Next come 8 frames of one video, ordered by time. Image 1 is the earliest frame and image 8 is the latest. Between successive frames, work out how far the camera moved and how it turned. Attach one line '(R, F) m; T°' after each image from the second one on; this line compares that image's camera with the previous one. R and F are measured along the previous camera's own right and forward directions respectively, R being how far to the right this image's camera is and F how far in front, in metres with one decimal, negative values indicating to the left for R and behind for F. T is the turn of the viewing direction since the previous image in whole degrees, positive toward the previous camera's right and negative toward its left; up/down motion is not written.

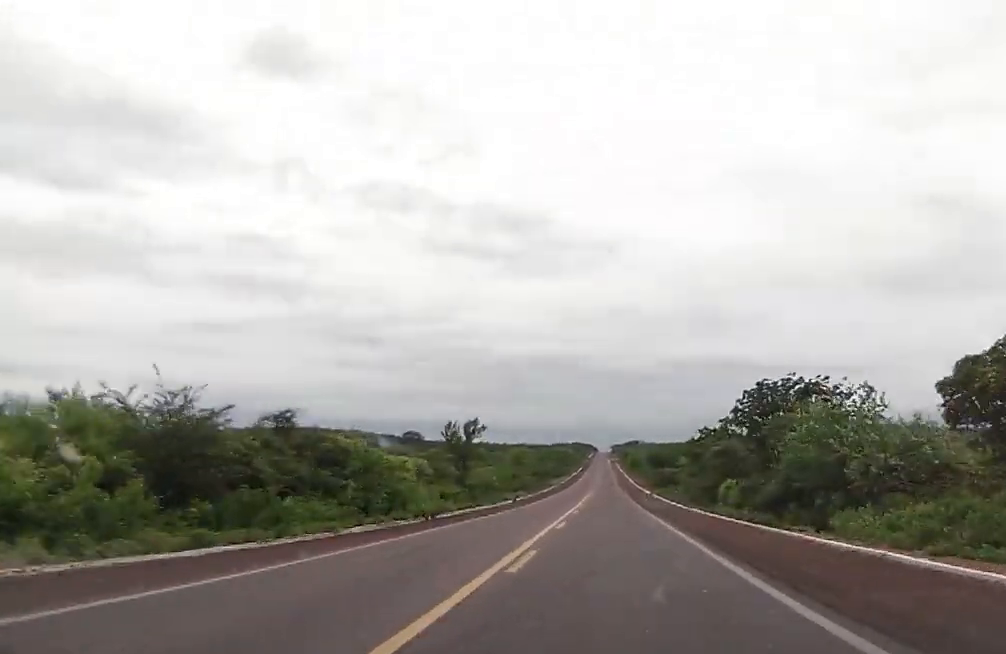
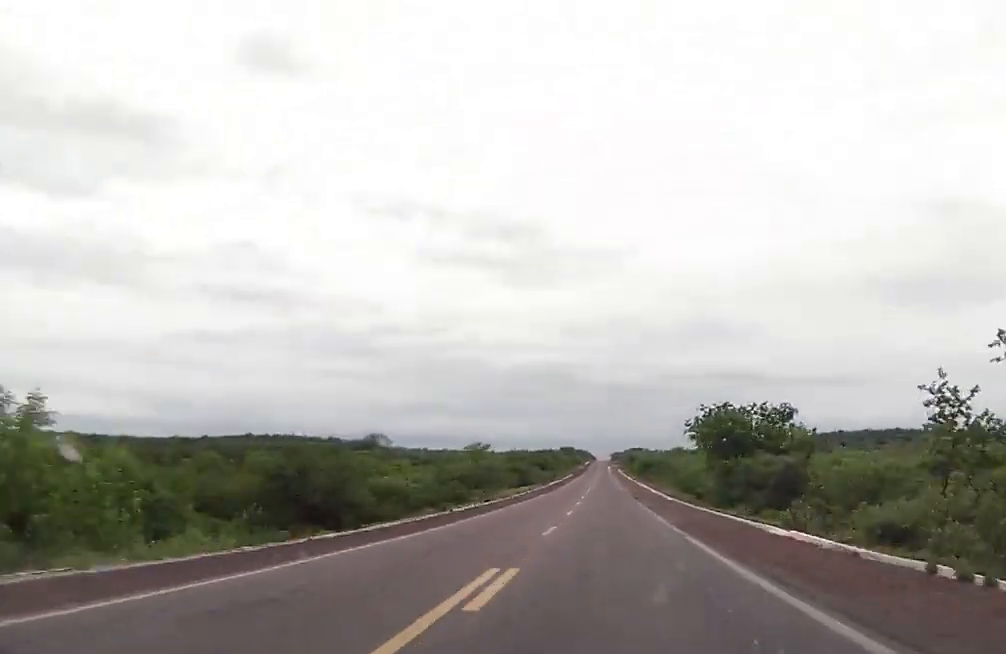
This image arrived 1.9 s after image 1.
(+0.7, +76.0) m; +1°
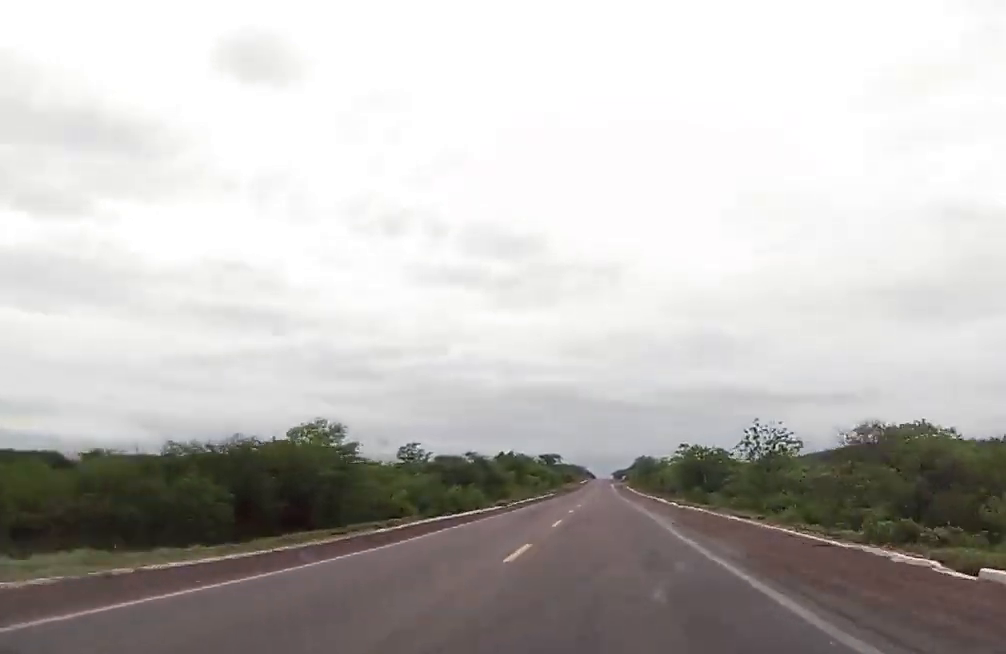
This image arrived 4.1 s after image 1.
(-0.4, +91.5) m; 0°
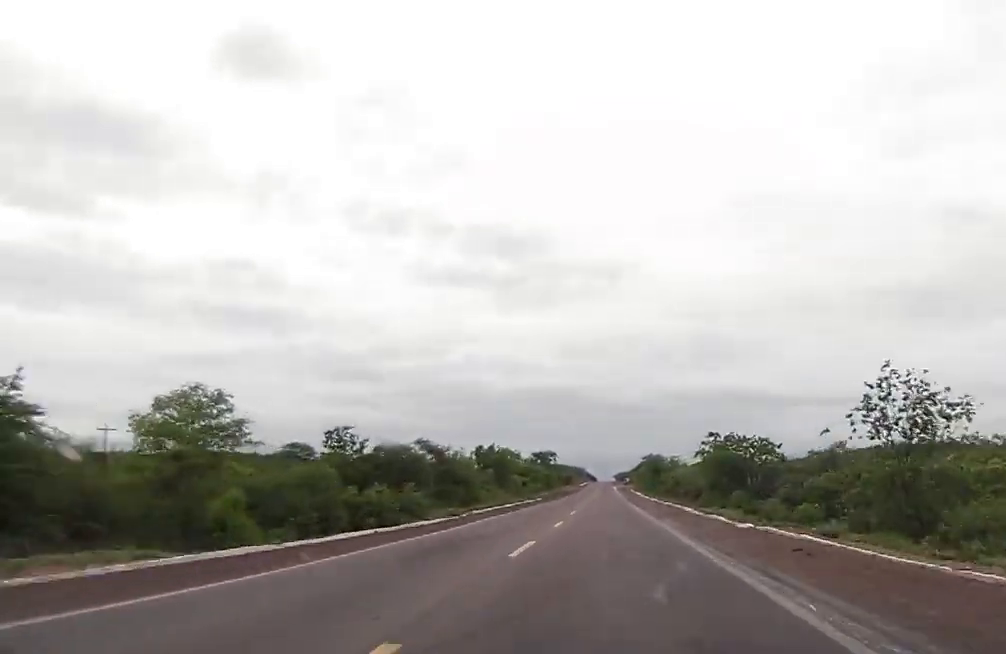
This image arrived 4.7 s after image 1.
(+0.2, +23.4) m; 0°
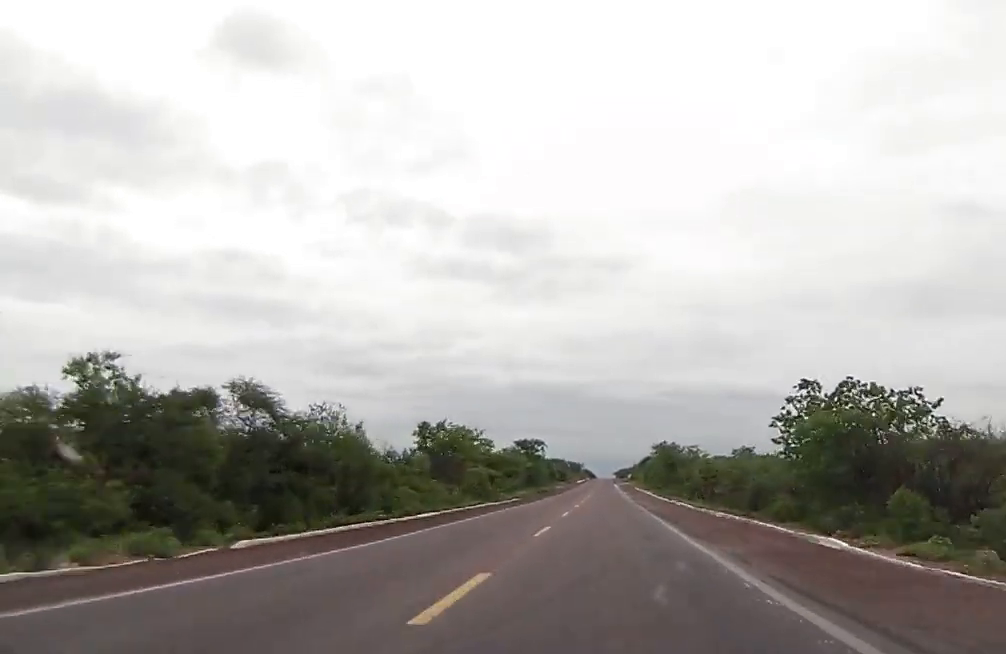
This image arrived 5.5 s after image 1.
(-0.5, +31.8) m; 0°
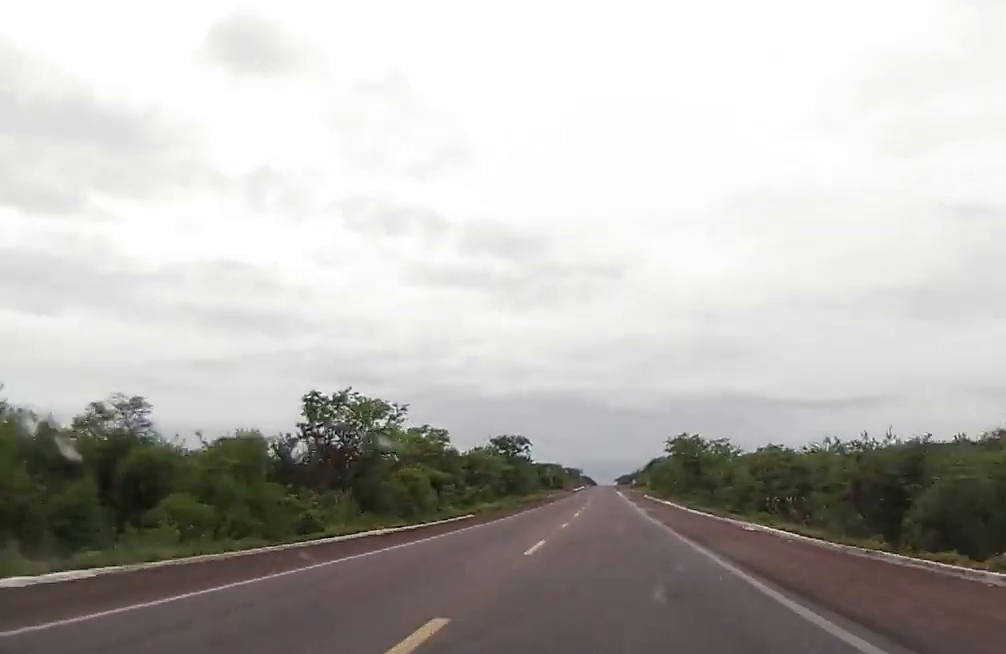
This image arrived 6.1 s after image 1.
(+0.3, +27.7) m; 0°
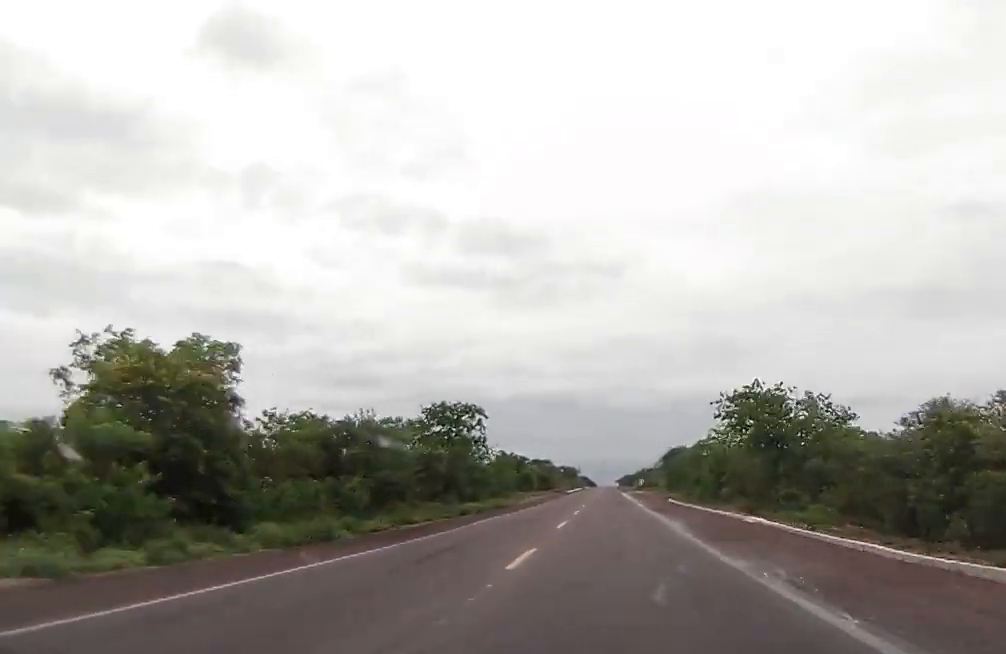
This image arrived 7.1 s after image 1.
(-0.1, +40.2) m; 0°
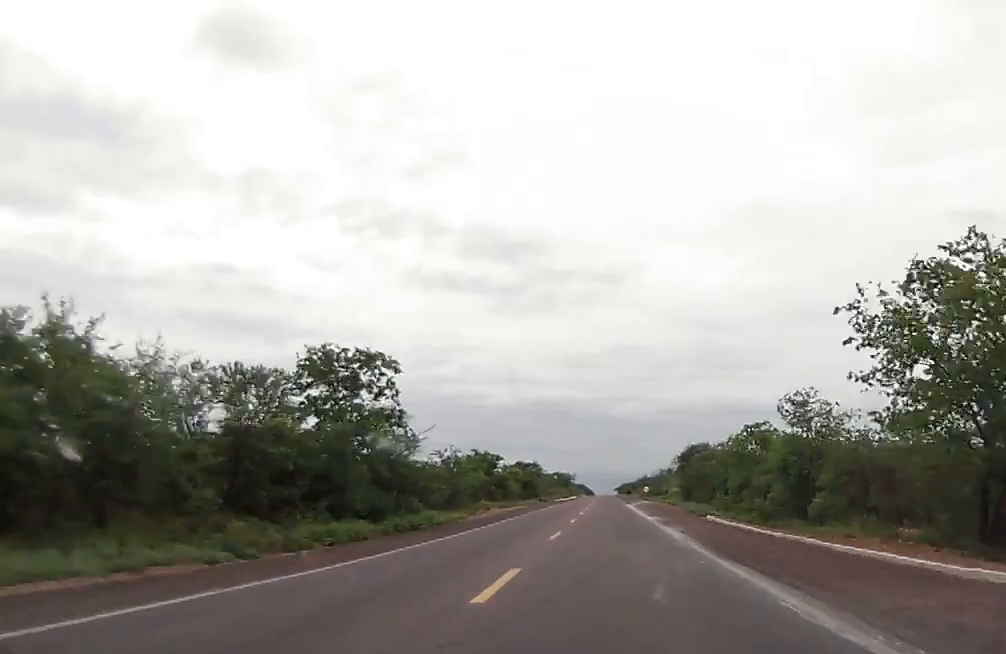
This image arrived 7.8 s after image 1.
(-0.1, +27.8) m; 0°
